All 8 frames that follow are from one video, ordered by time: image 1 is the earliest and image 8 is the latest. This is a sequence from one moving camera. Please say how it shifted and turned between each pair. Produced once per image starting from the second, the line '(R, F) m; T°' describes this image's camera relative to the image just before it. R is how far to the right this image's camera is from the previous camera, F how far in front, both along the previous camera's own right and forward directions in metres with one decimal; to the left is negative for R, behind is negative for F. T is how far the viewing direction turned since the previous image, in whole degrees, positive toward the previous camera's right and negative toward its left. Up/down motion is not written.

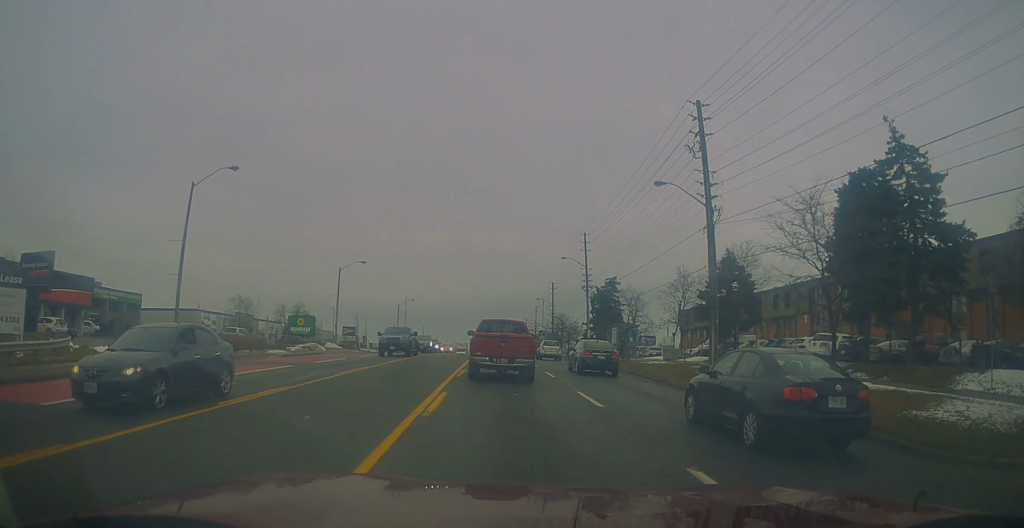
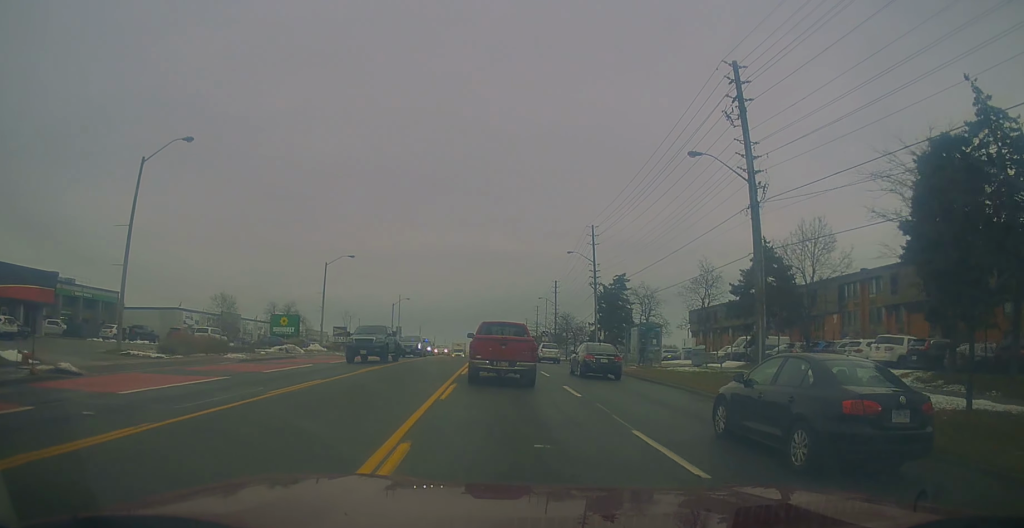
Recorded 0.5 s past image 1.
(-0.2, +6.3) m; 0°
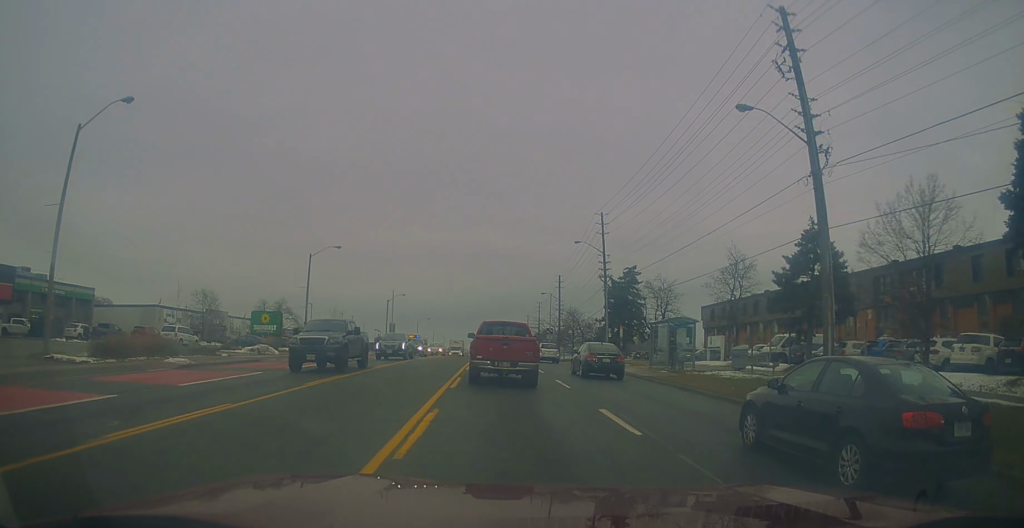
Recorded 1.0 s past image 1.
(-0.1, +6.3) m; 0°
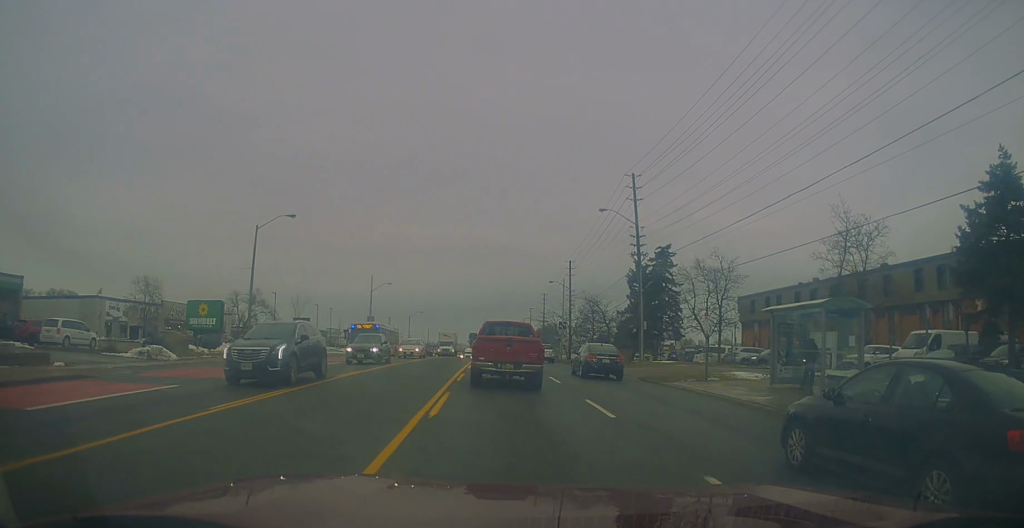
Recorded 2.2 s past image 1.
(+0.3, +15.3) m; +1°
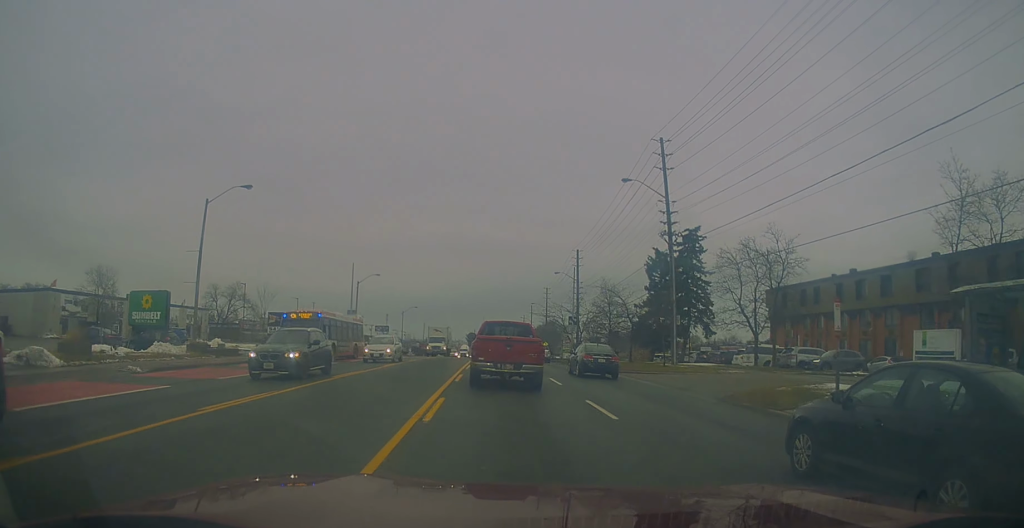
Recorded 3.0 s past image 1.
(-0.1, +9.3) m; 0°
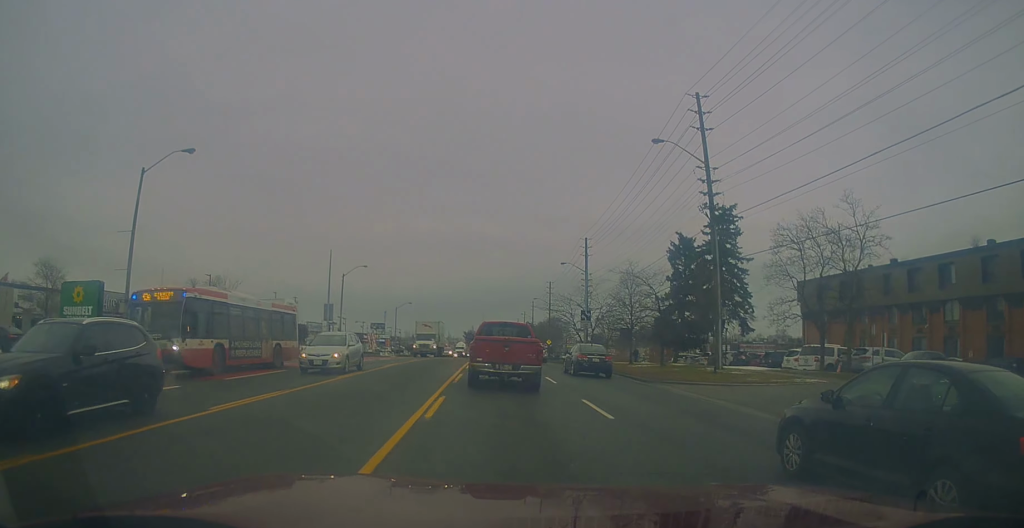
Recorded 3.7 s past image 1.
(+0.1, +8.5) m; -1°
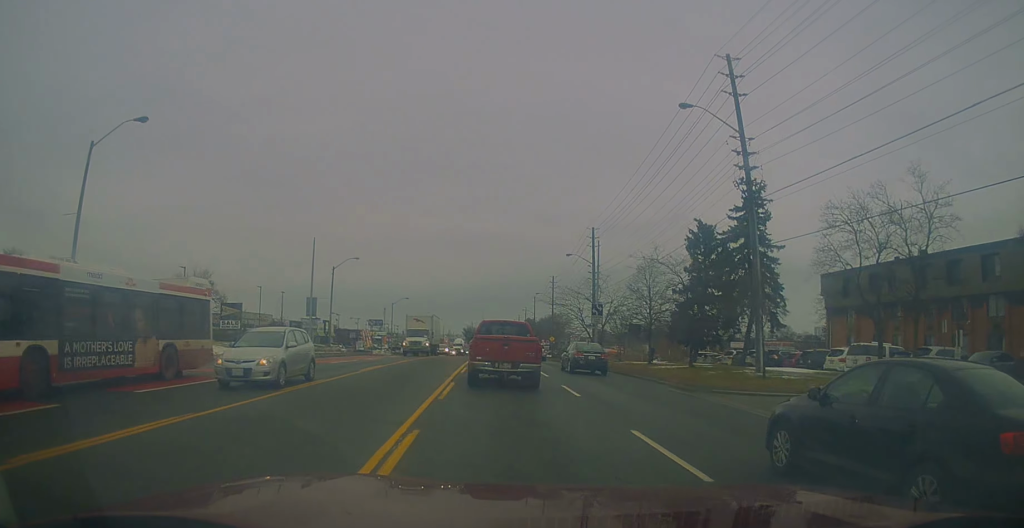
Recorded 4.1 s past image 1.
(-0.1, +5.2) m; 0°
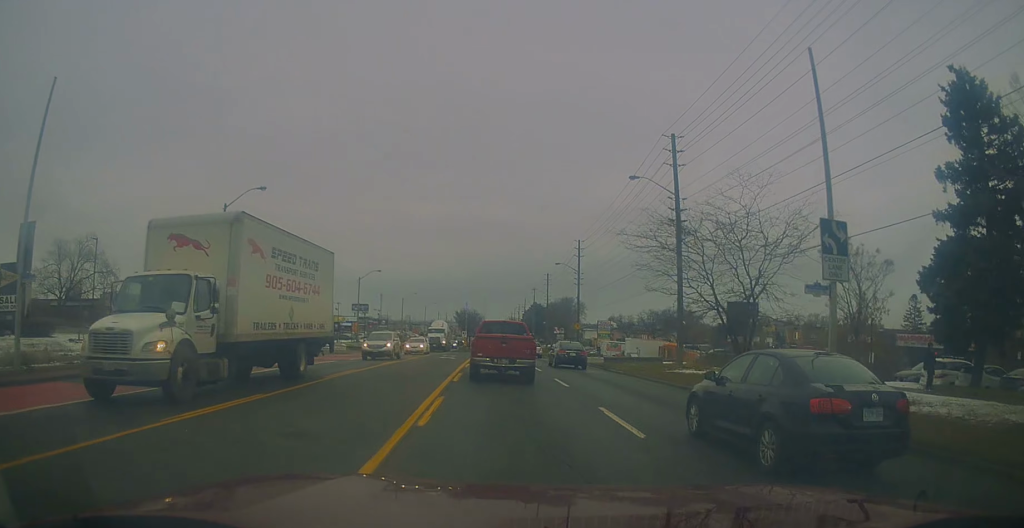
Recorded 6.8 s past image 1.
(+0.9, +32.1) m; +1°
